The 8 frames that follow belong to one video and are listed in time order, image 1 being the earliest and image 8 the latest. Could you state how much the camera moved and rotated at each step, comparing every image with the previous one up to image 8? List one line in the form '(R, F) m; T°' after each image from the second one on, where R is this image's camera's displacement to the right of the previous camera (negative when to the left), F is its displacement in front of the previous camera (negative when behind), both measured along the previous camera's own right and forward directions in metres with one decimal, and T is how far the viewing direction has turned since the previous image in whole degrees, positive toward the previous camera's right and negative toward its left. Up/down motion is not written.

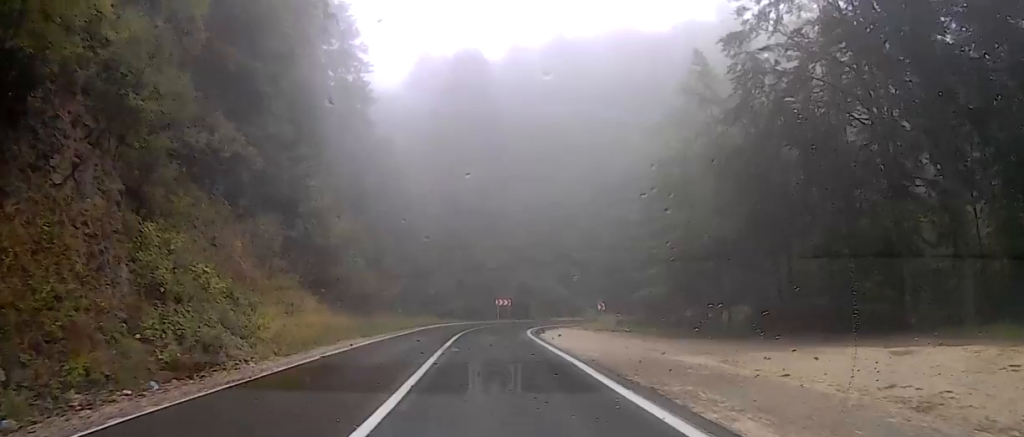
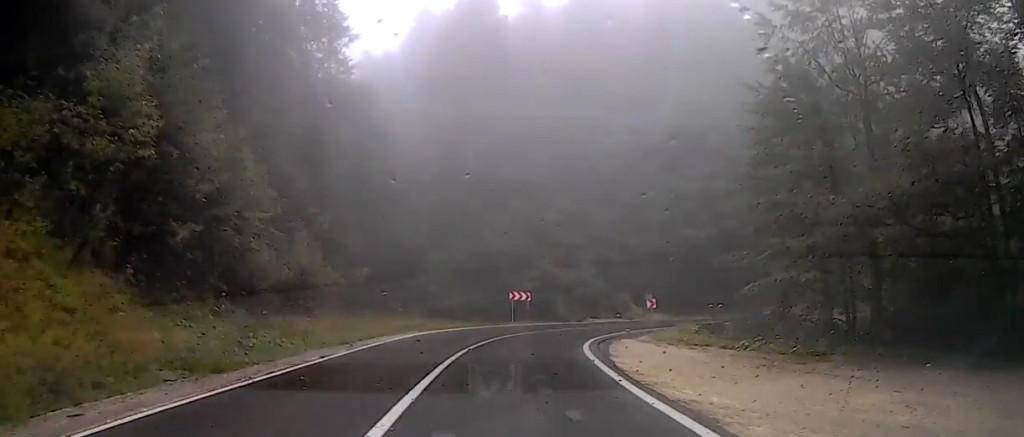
(-1.4, +16.4) m; -2°
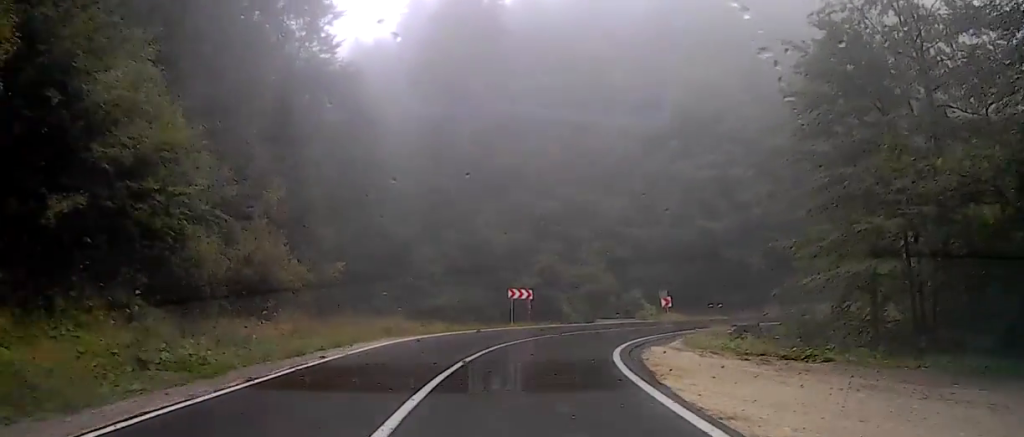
(+0.1, +4.6) m; +4°
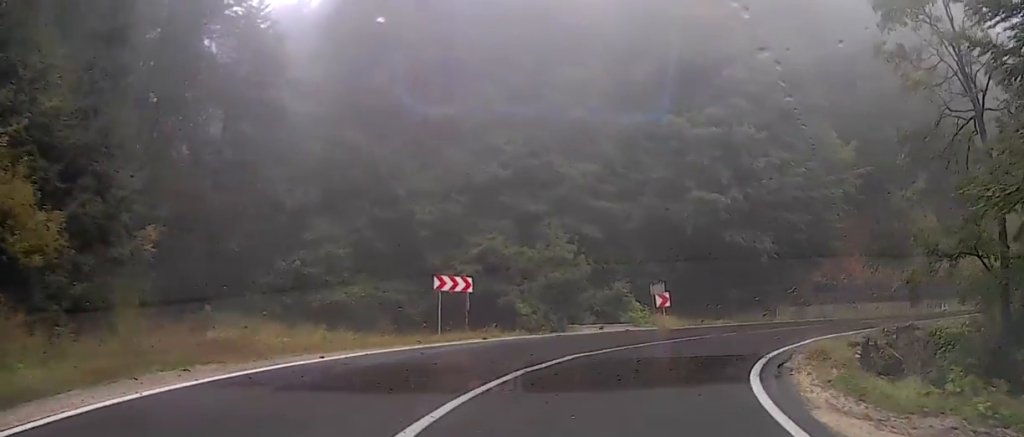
(+1.6, +12.2) m; +18°
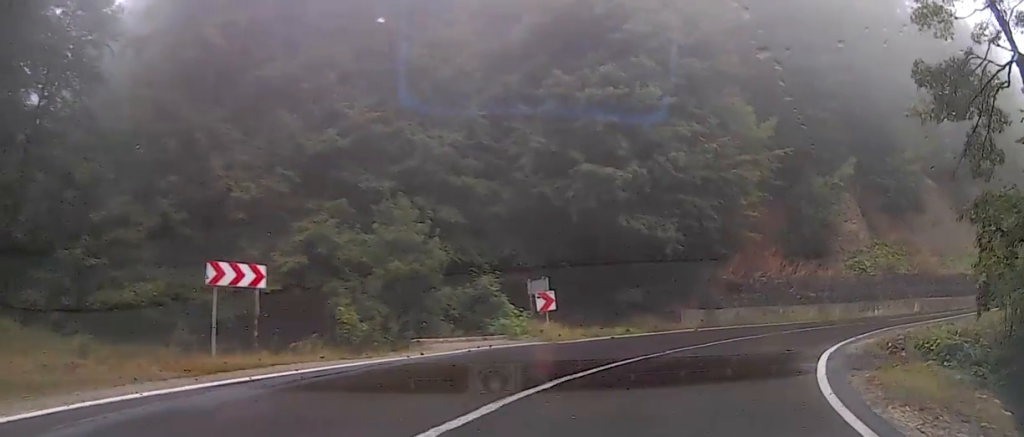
(+1.0, +7.5) m; +12°
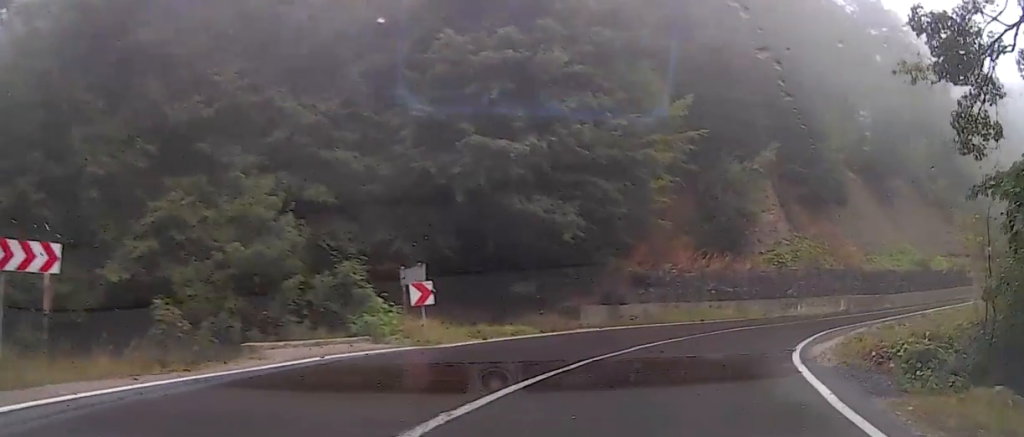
(+0.2, +4.3) m; +6°
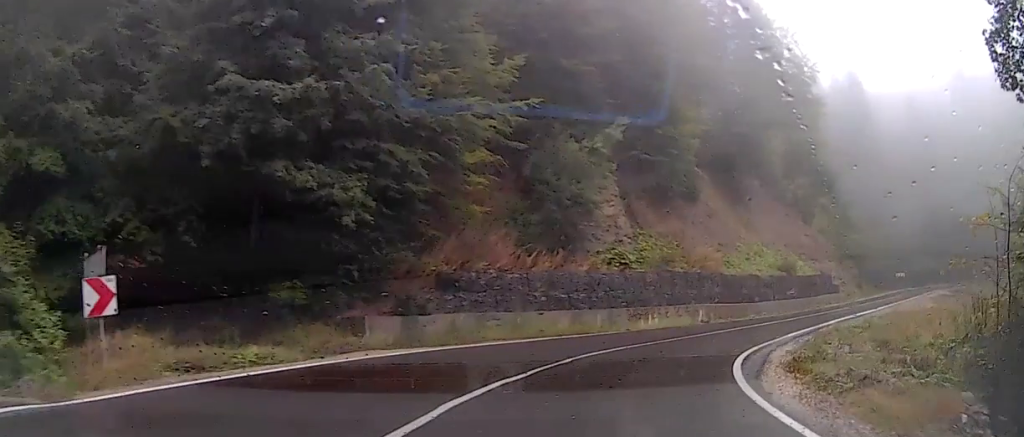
(+0.3, +8.1) m; +12°
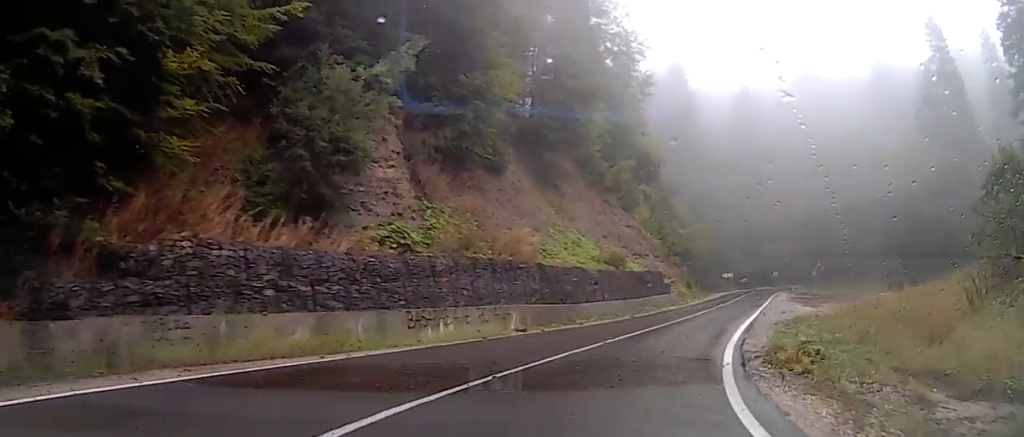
(+2.7, +11.9) m; +23°
